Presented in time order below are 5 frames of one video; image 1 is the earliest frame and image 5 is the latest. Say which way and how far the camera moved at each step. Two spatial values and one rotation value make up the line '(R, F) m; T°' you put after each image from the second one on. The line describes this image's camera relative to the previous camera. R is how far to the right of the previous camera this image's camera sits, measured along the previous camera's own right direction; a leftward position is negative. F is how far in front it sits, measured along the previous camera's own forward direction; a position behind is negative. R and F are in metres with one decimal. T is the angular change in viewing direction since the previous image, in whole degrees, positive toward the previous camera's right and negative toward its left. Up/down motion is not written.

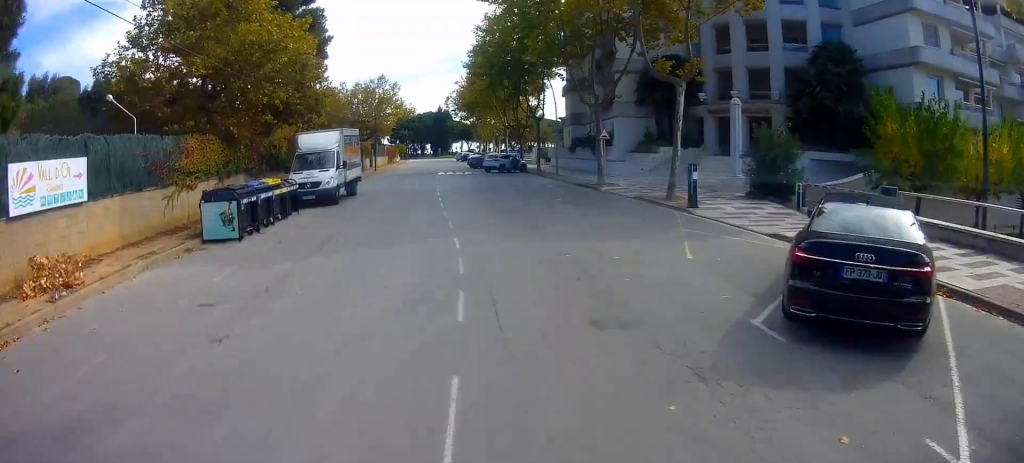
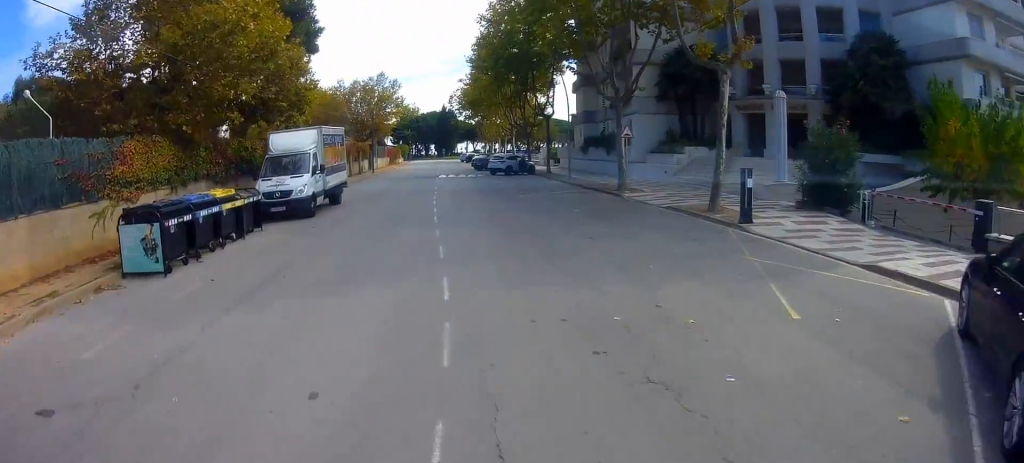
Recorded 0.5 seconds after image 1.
(+0.5, +3.7) m; +1°
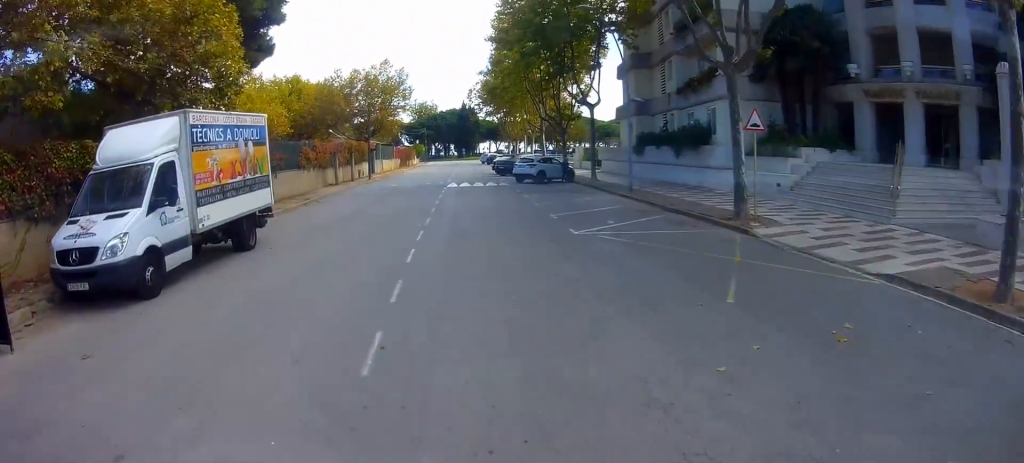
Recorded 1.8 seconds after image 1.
(-0.6, +10.3) m; -7°
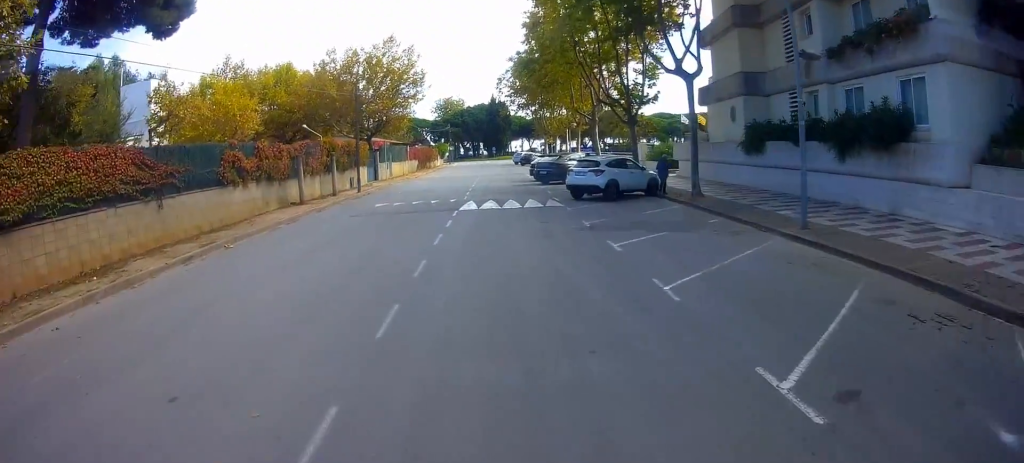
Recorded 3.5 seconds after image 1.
(-0.1, +12.4) m; +1°
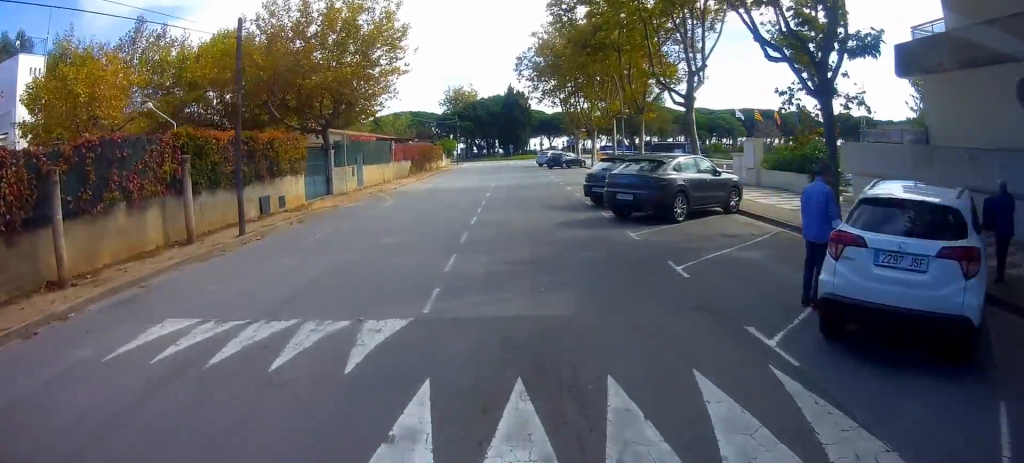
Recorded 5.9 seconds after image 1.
(-1.2, +16.4) m; -5°
